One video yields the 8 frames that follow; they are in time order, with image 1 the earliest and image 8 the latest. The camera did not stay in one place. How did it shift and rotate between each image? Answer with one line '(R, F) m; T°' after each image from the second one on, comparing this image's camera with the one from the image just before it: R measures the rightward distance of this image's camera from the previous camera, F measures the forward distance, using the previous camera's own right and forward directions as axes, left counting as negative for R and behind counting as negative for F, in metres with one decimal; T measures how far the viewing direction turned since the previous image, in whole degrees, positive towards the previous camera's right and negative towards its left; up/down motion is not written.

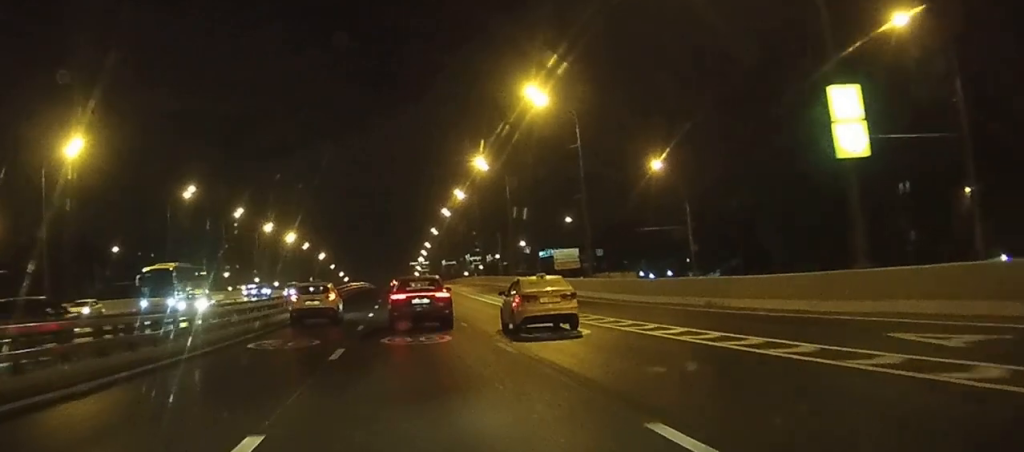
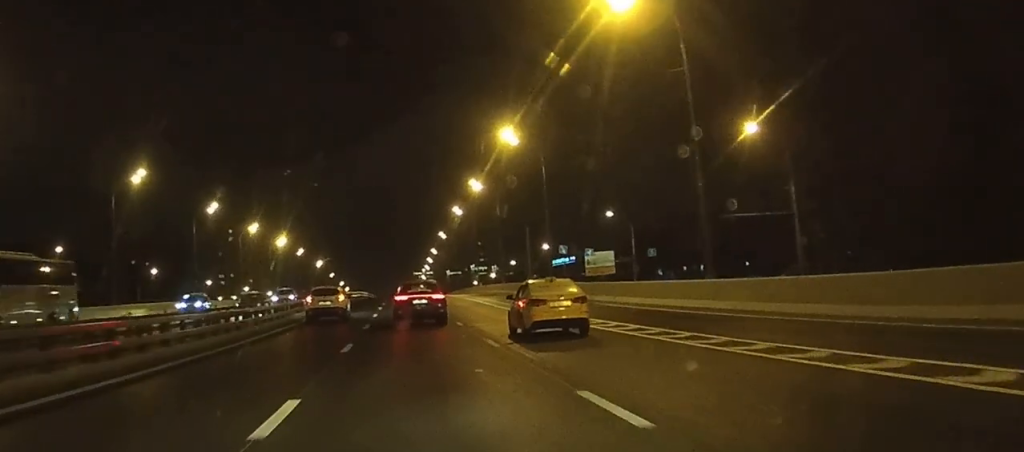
(0.0, +20.7) m; 0°
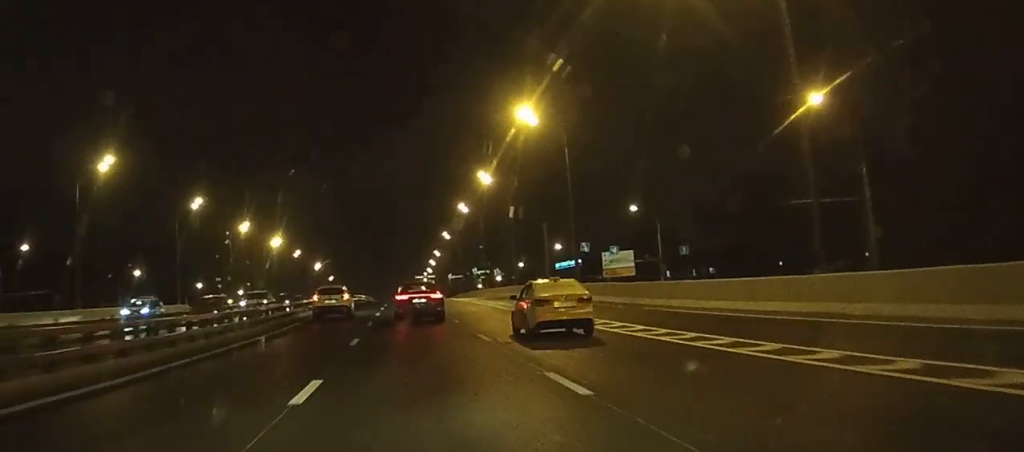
(0.0, +9.3) m; 0°
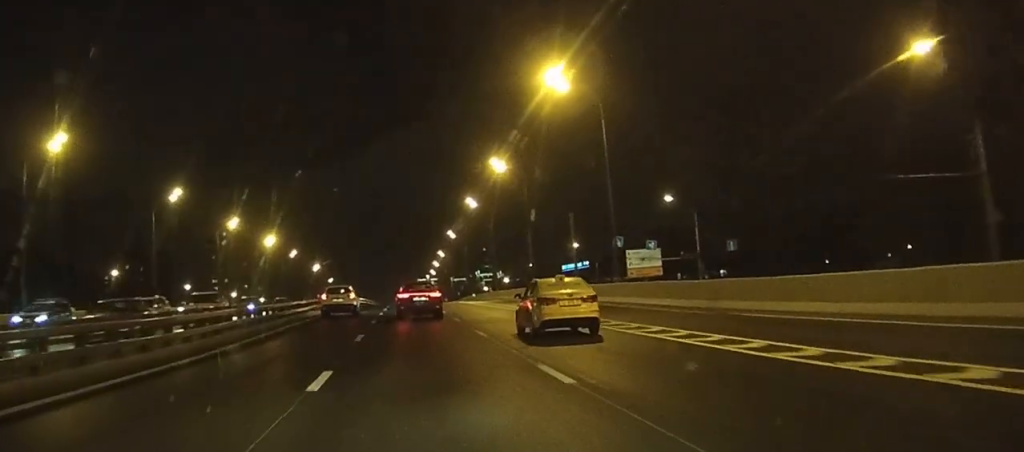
(0.0, +10.6) m; 0°
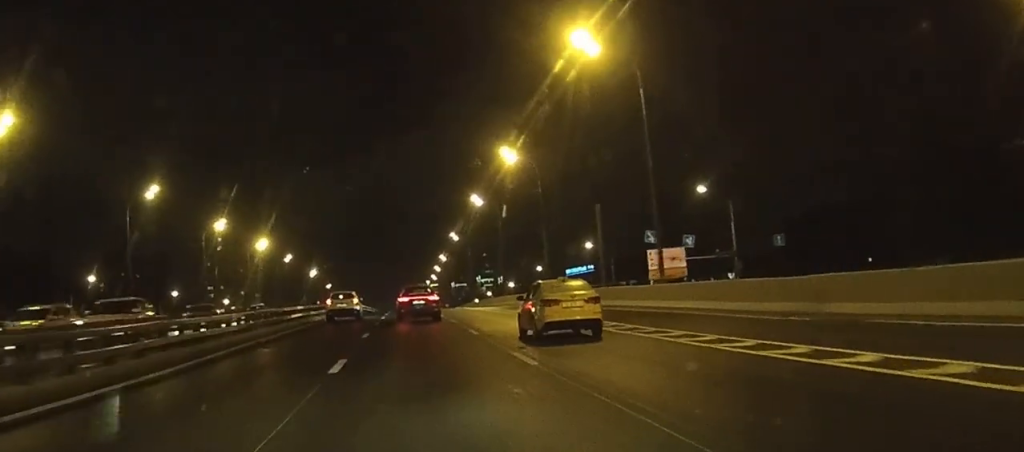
(0.0, +8.6) m; 0°
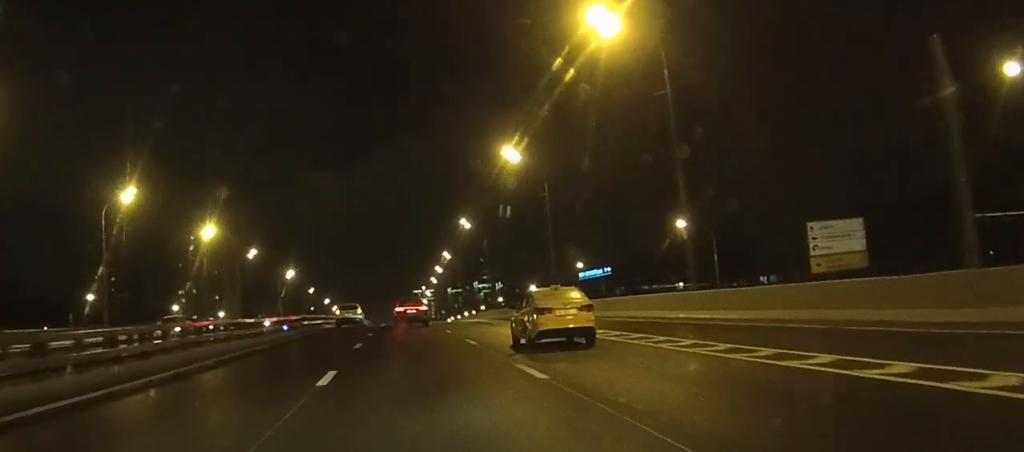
(0.0, +37.4) m; 0°
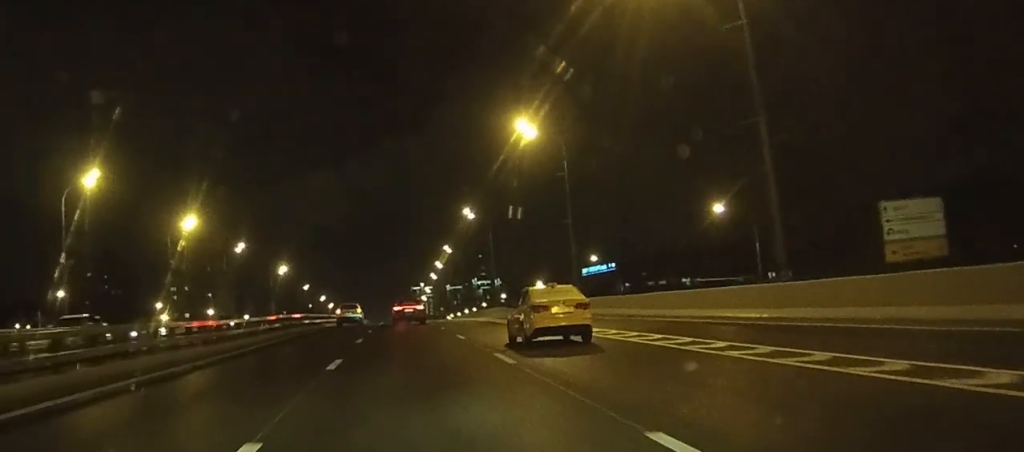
(0.0, +9.1) m; 0°
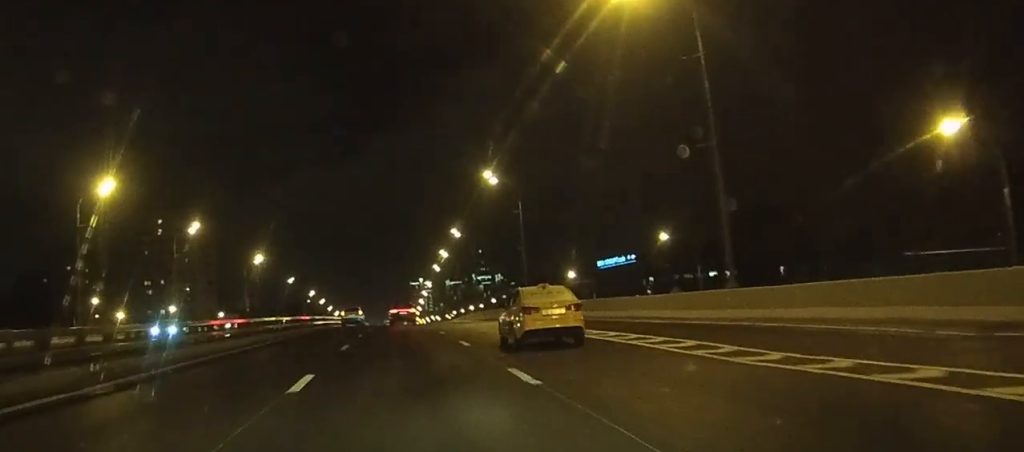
(0.0, +28.3) m; 0°
